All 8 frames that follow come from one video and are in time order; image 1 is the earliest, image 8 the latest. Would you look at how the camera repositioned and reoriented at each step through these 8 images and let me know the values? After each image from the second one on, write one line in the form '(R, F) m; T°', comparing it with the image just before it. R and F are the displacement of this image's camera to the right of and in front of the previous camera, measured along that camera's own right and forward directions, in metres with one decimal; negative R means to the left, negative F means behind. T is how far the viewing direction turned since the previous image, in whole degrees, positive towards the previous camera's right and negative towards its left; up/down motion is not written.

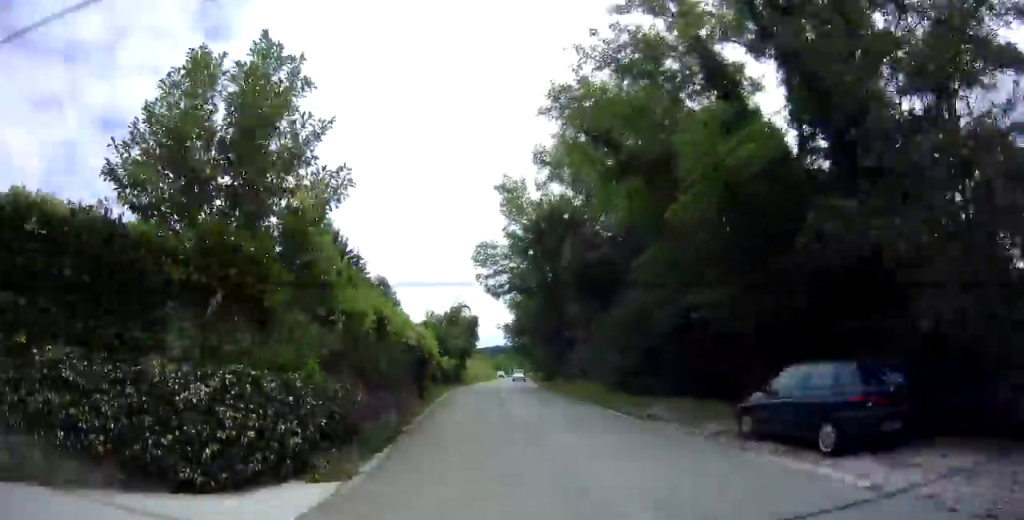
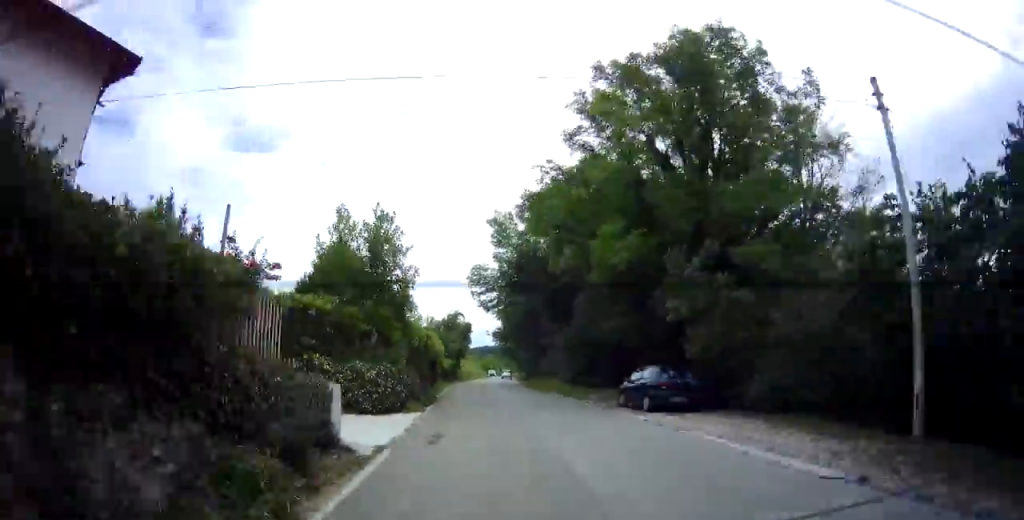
(+0.5, +9.2) m; -1°
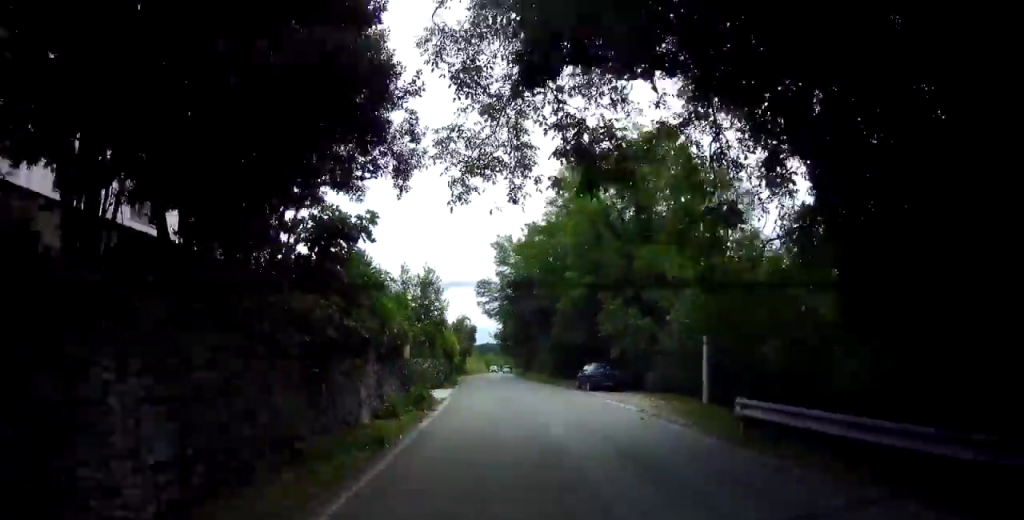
(-0.7, +10.1) m; 0°
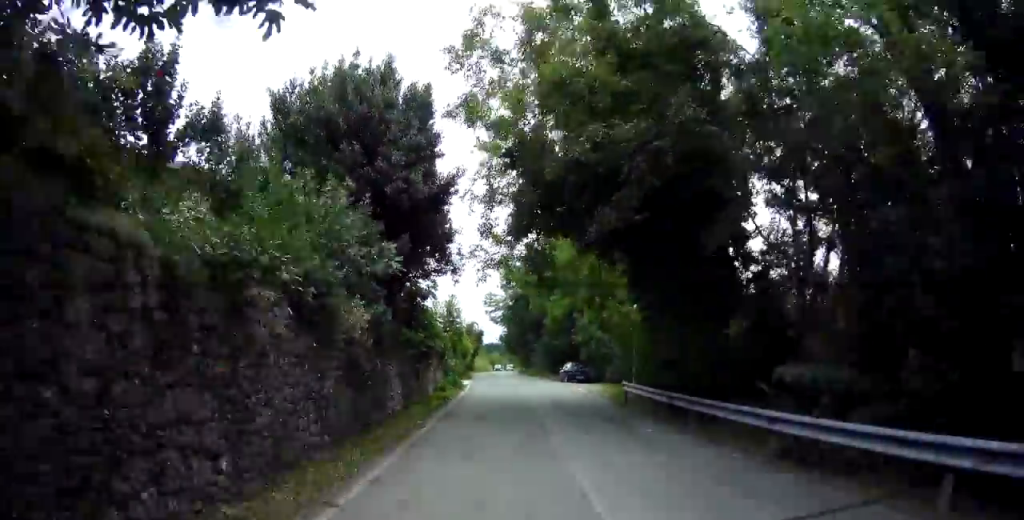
(+0.2, +10.1) m; 0°
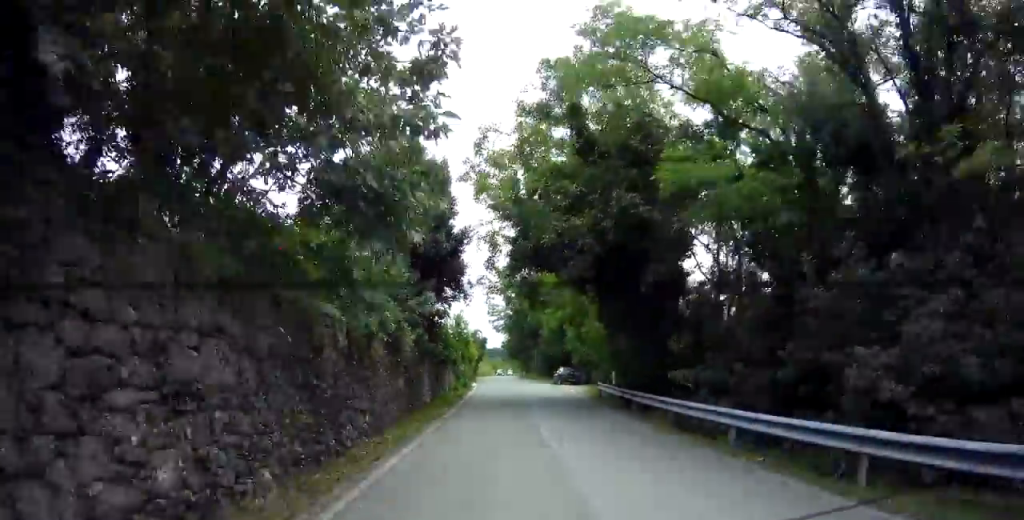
(+0.4, +5.5) m; 0°
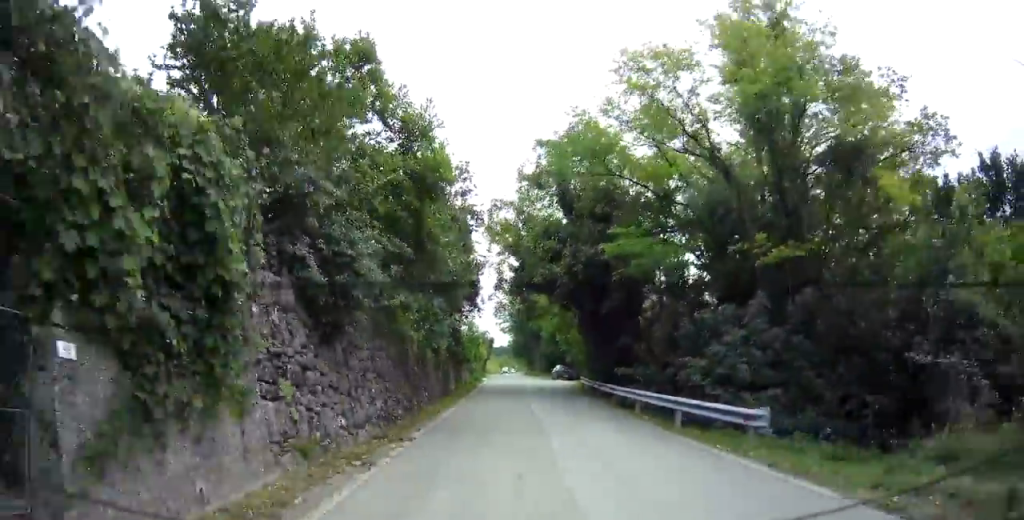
(-0.2, +7.2) m; -2°
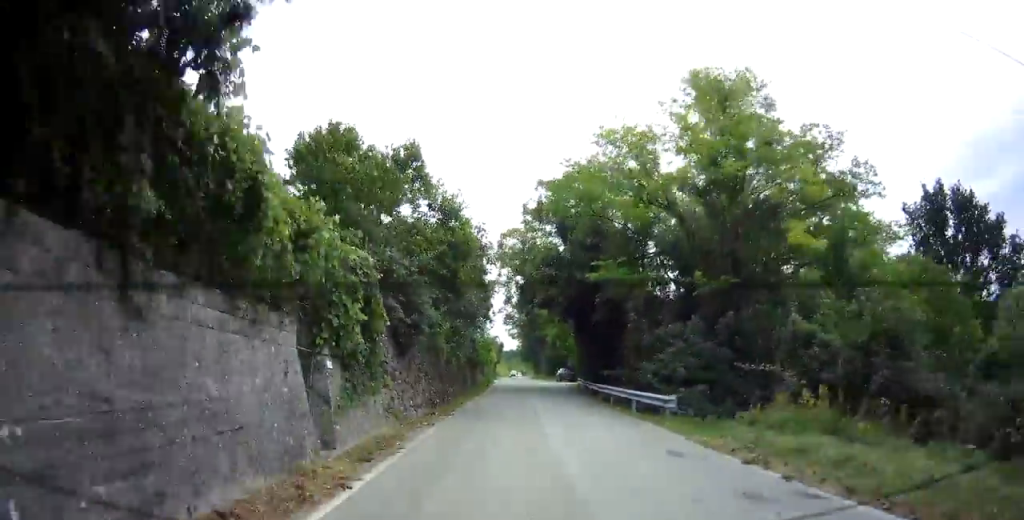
(-0.2, +5.4) m; -2°
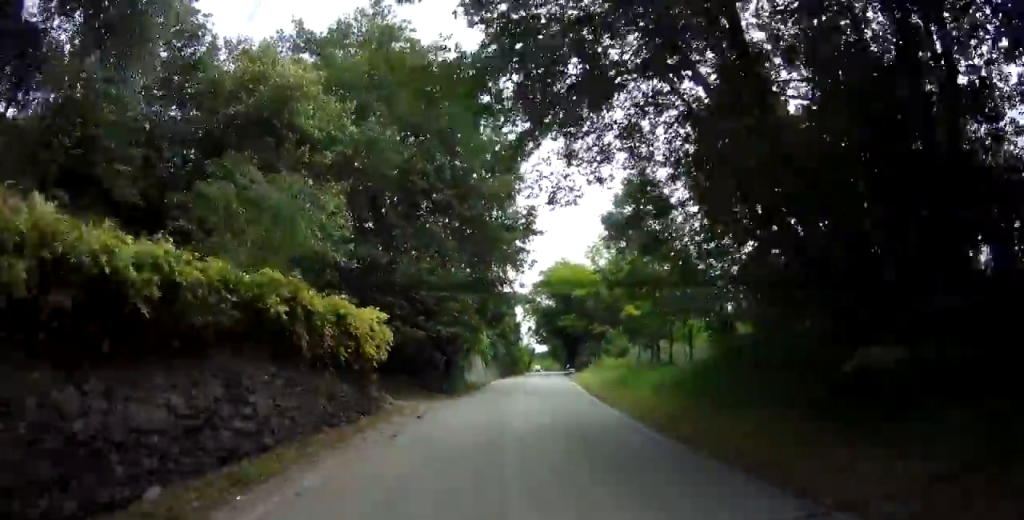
(-3.4, +32.4) m; -8°
